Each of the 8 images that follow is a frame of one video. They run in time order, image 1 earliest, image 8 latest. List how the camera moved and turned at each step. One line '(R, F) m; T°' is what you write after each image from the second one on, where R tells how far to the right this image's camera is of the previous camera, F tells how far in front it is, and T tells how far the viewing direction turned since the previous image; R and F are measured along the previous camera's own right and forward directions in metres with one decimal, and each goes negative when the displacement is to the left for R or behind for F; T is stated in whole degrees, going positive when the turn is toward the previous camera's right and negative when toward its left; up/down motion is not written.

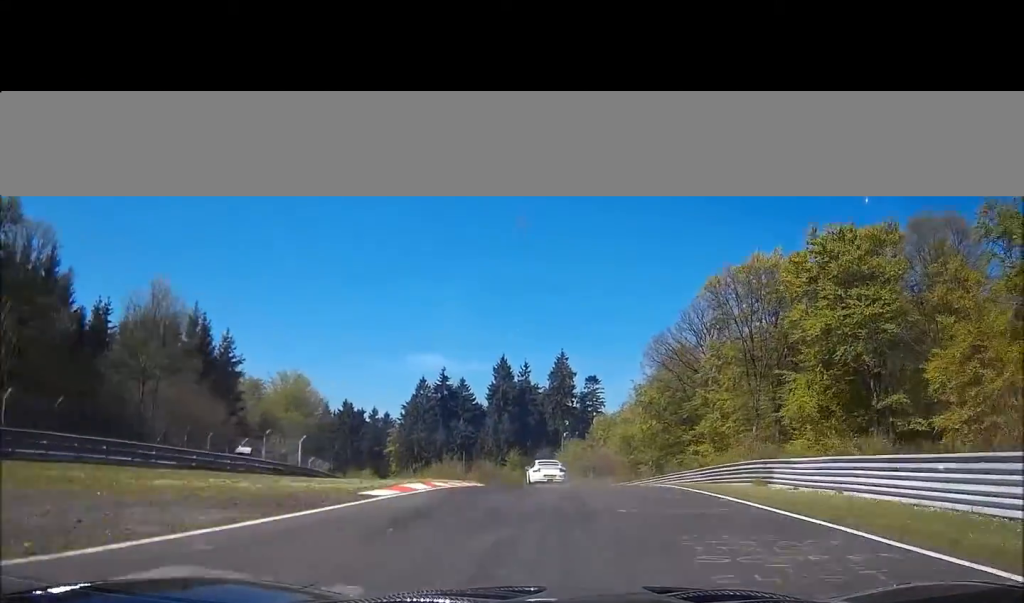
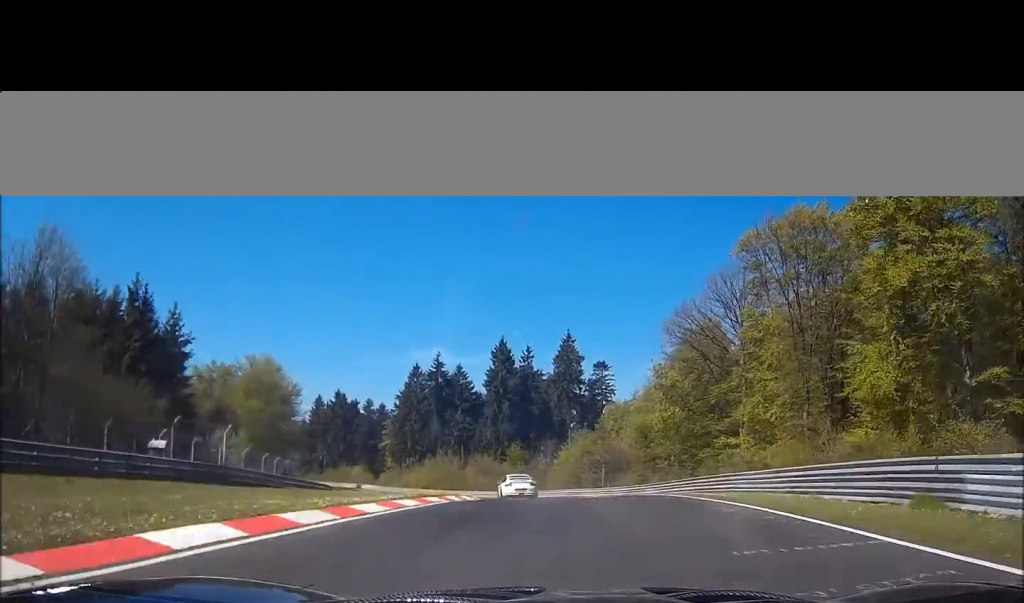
(+0.6, +13.1) m; -1°
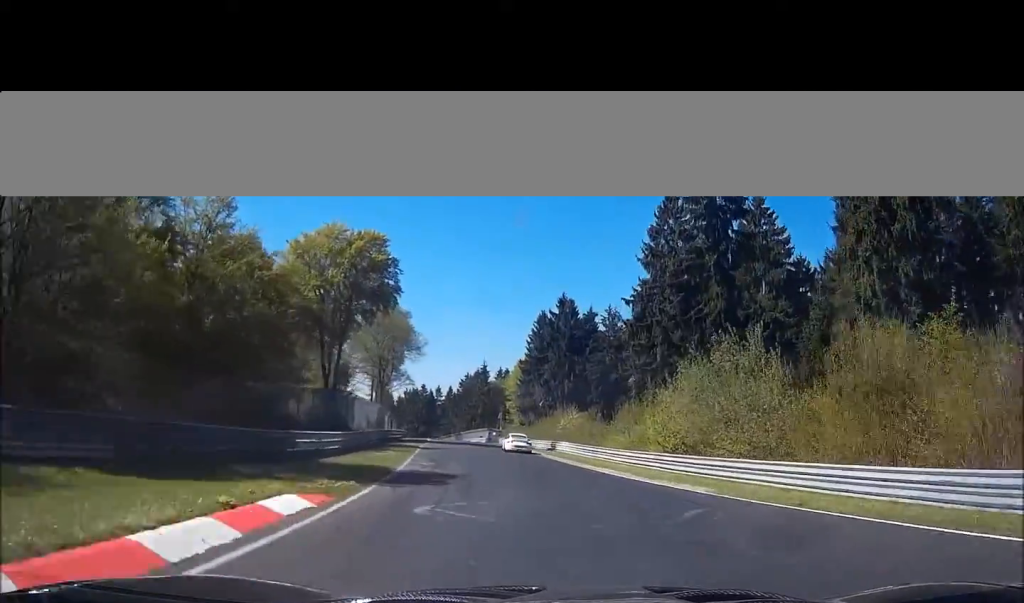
(-14.8, +75.9) m; -21°
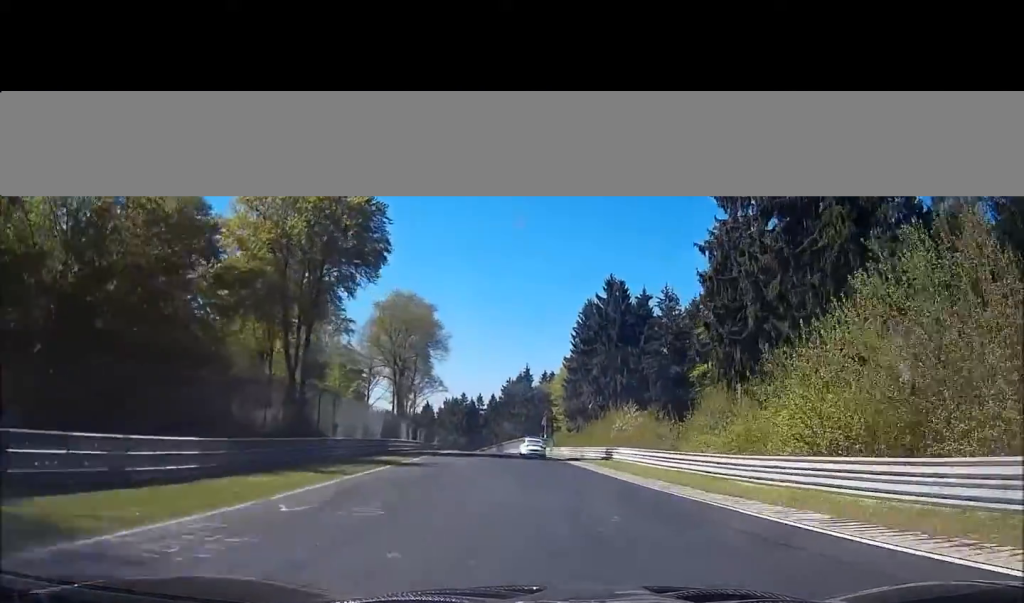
(-0.6, +18.5) m; -3°
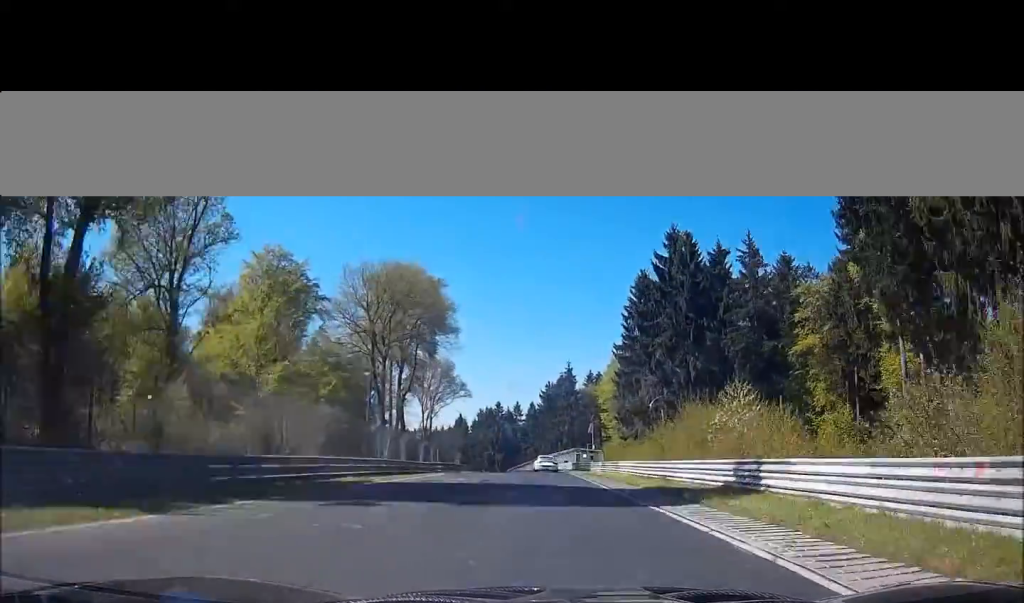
(-1.0, +27.7) m; -2°
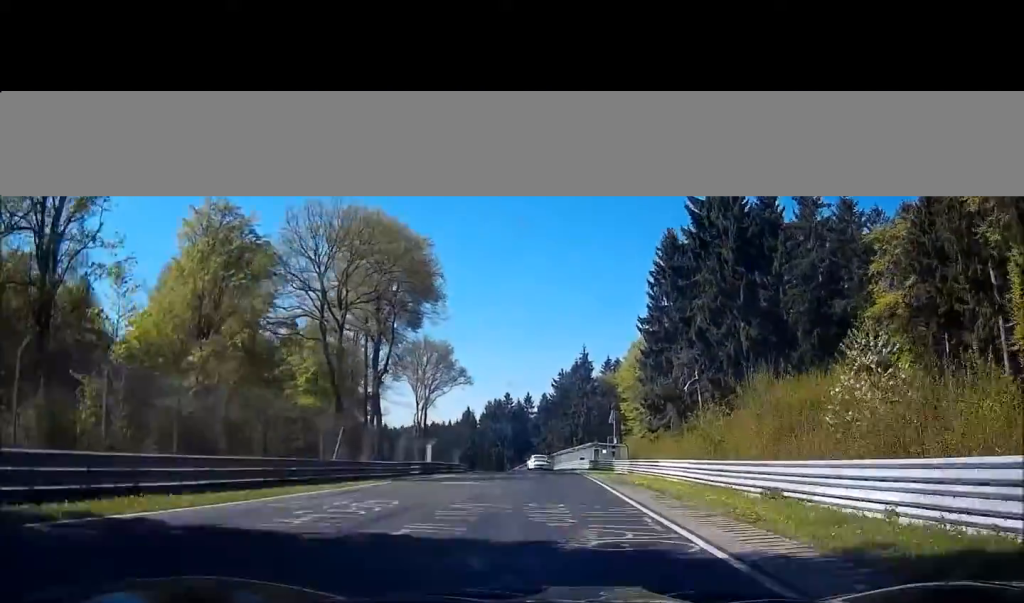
(-0.1, +15.9) m; -1°
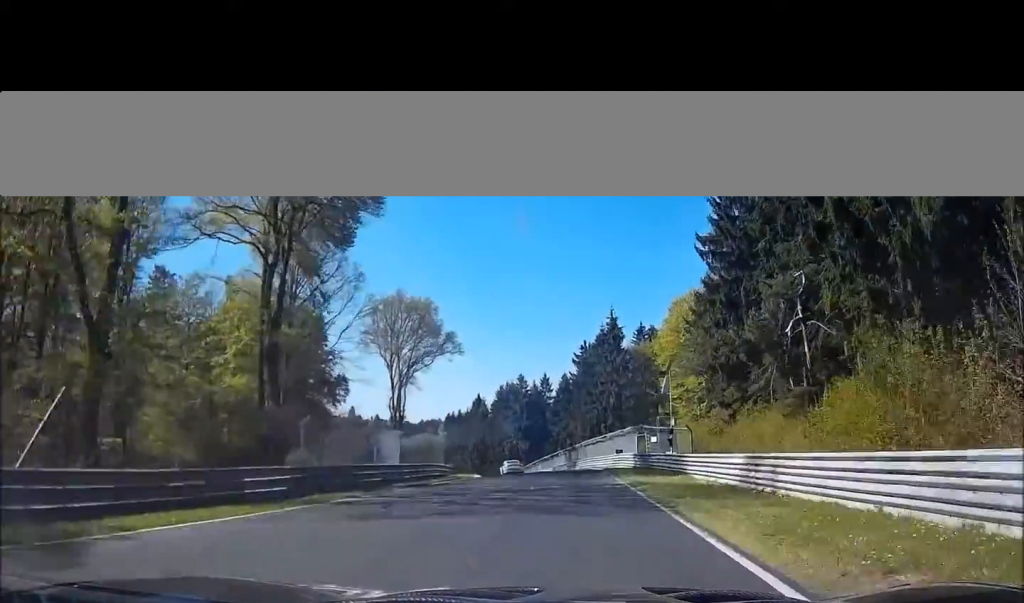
(-0.3, +27.4) m; -2°
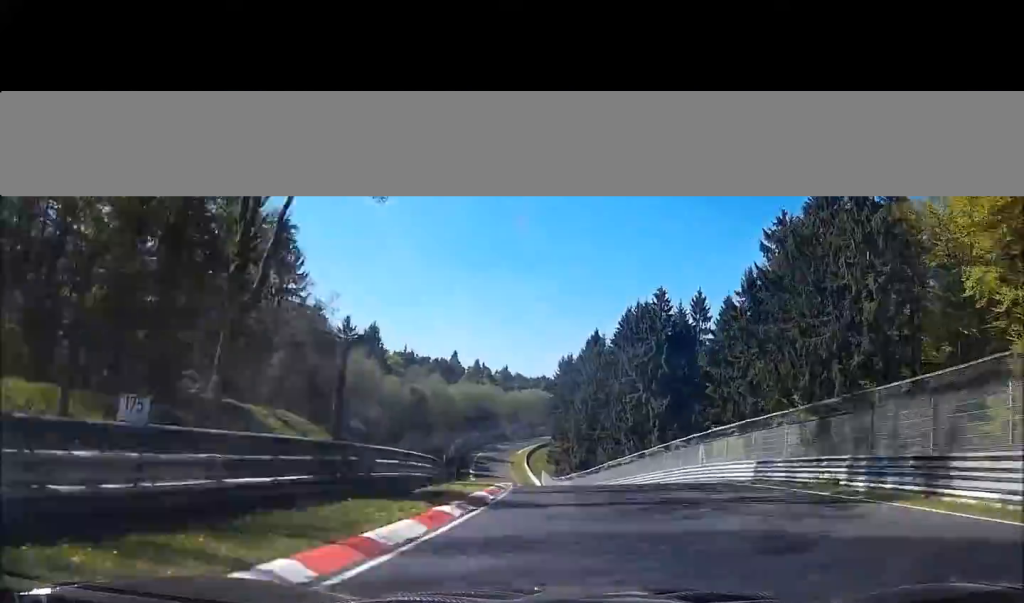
(-4.4, +59.4) m; -8°
